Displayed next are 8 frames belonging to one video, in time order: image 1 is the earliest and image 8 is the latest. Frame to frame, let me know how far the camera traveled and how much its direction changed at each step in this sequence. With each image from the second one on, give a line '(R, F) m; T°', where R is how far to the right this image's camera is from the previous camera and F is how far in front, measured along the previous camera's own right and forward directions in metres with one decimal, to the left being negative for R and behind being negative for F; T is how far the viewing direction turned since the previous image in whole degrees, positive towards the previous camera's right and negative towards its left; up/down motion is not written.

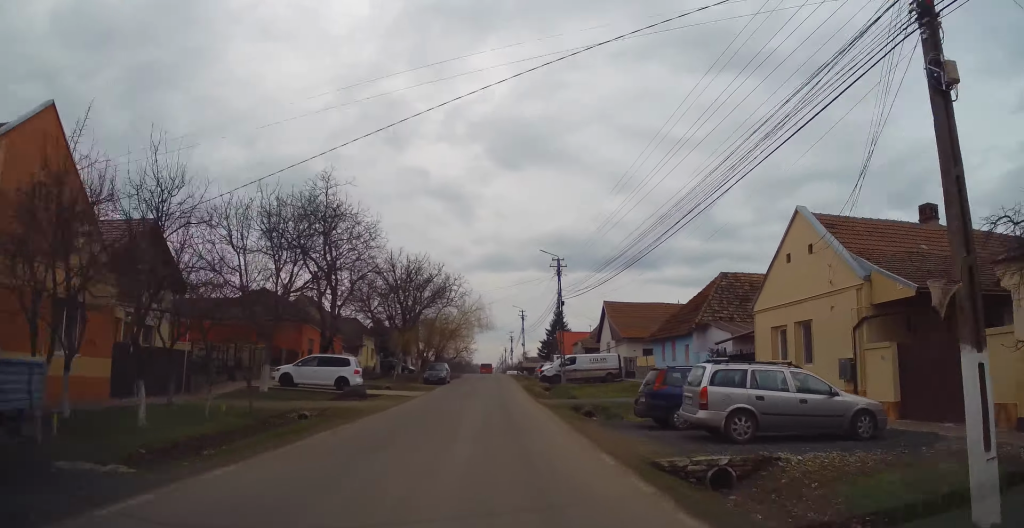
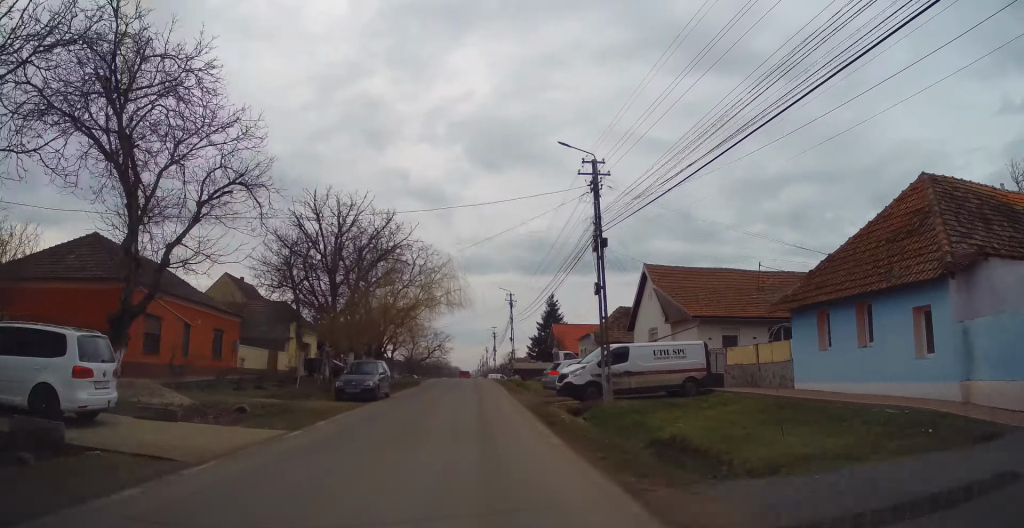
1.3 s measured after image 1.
(-0.3, +19.9) m; +1°
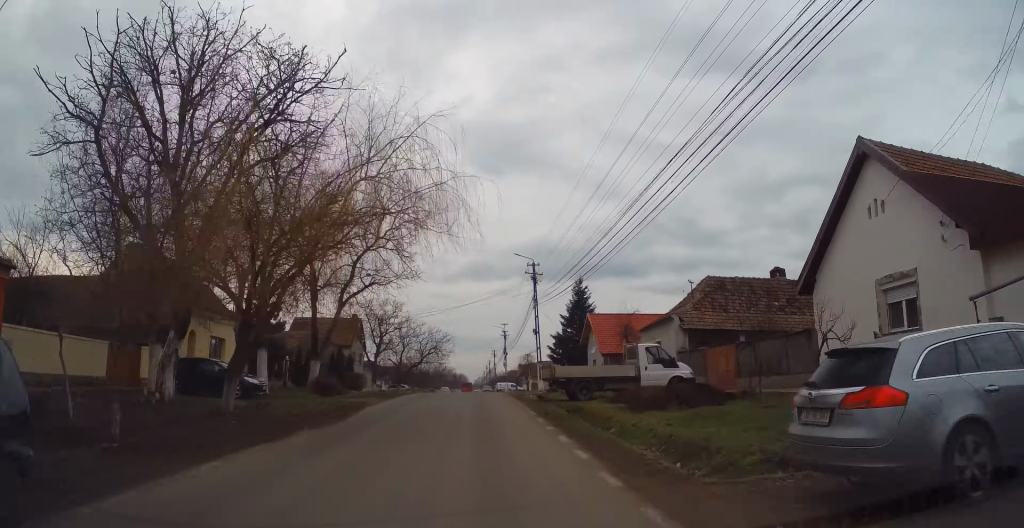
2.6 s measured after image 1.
(+0.4, +20.1) m; +1°
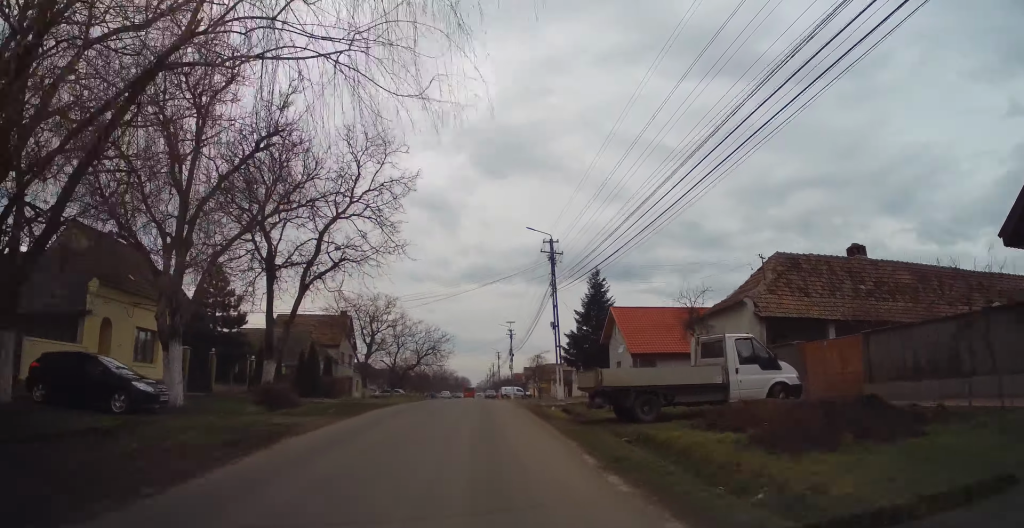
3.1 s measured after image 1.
(0.0, +8.3) m; 0°
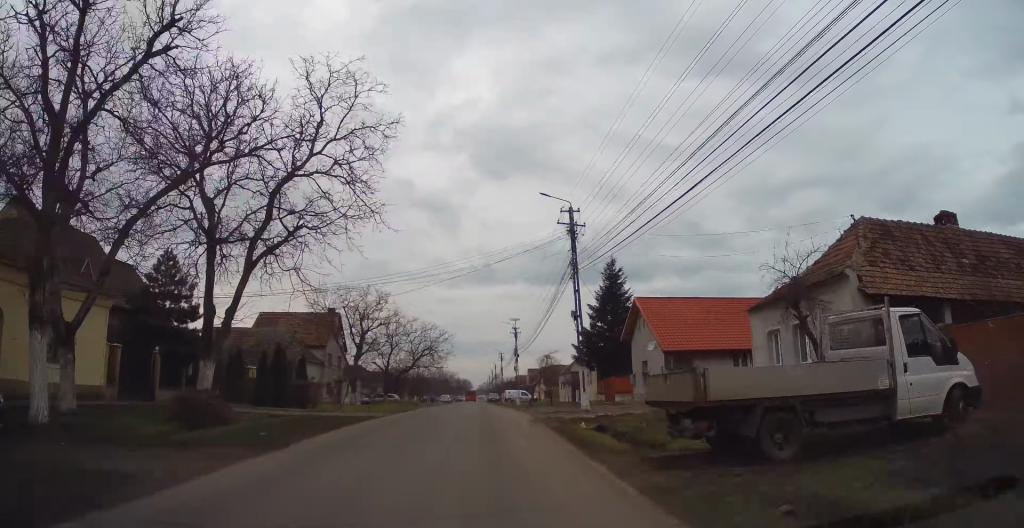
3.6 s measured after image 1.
(0.0, +6.8) m; 0°
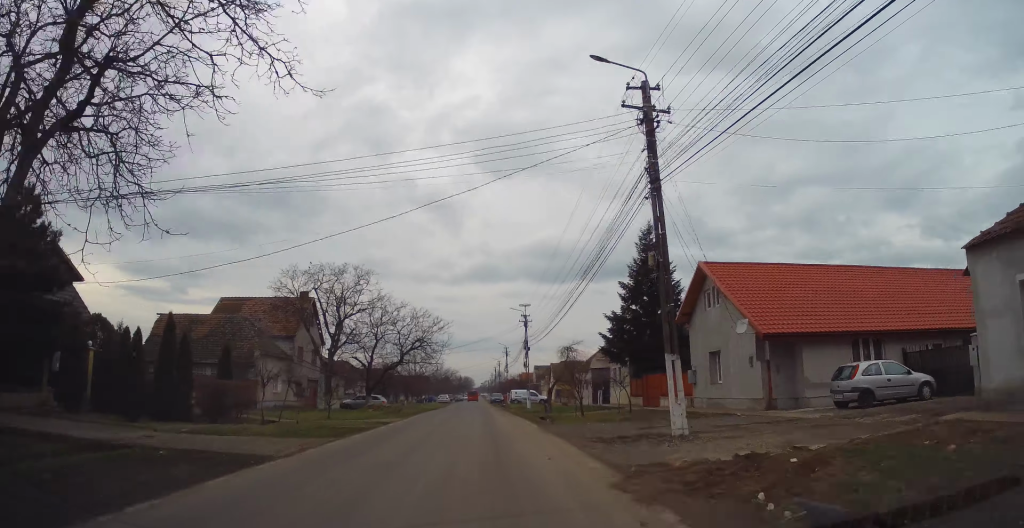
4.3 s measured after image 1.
(0.0, +11.5) m; -1°
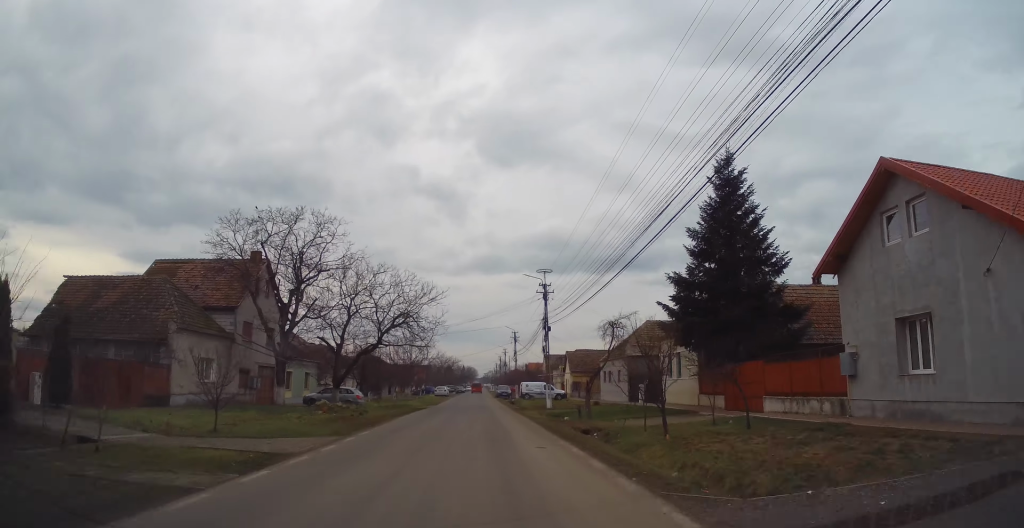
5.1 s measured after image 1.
(-0.1, +13.2) m; -1°
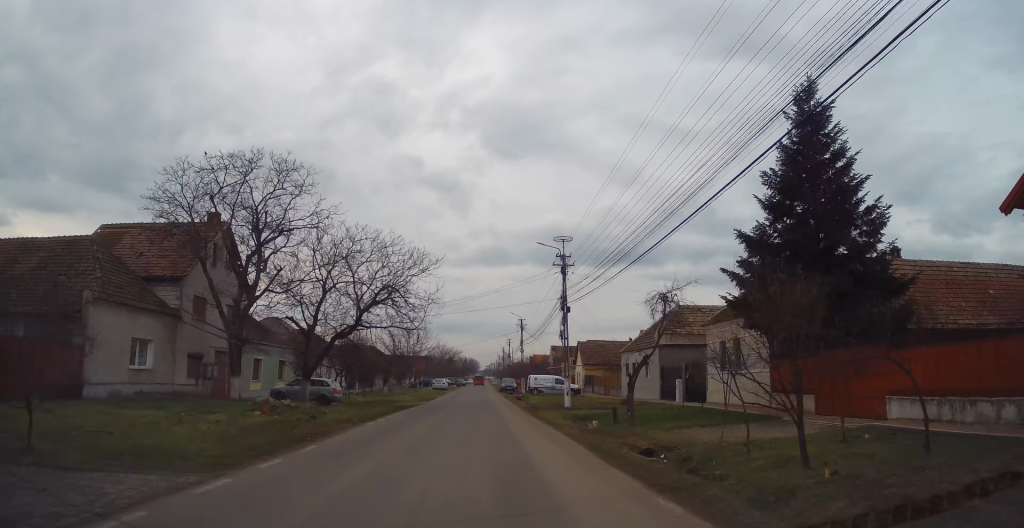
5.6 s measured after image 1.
(-0.3, +7.6) m; 0°
